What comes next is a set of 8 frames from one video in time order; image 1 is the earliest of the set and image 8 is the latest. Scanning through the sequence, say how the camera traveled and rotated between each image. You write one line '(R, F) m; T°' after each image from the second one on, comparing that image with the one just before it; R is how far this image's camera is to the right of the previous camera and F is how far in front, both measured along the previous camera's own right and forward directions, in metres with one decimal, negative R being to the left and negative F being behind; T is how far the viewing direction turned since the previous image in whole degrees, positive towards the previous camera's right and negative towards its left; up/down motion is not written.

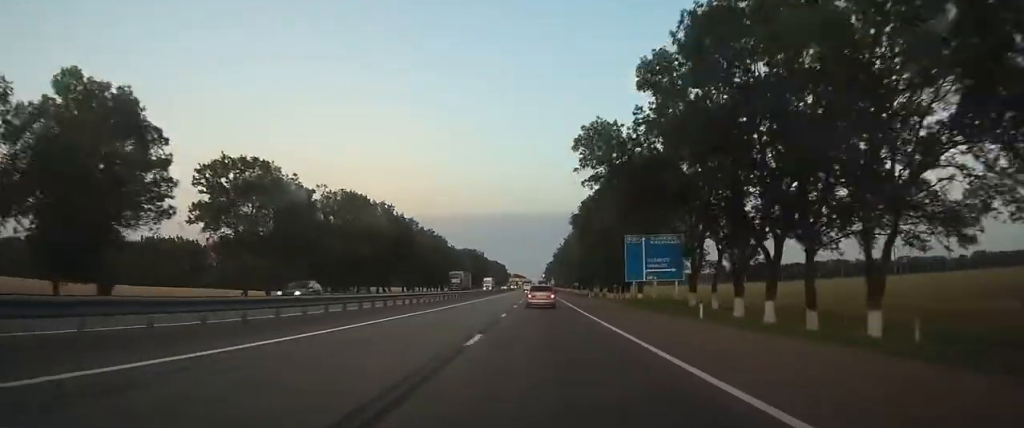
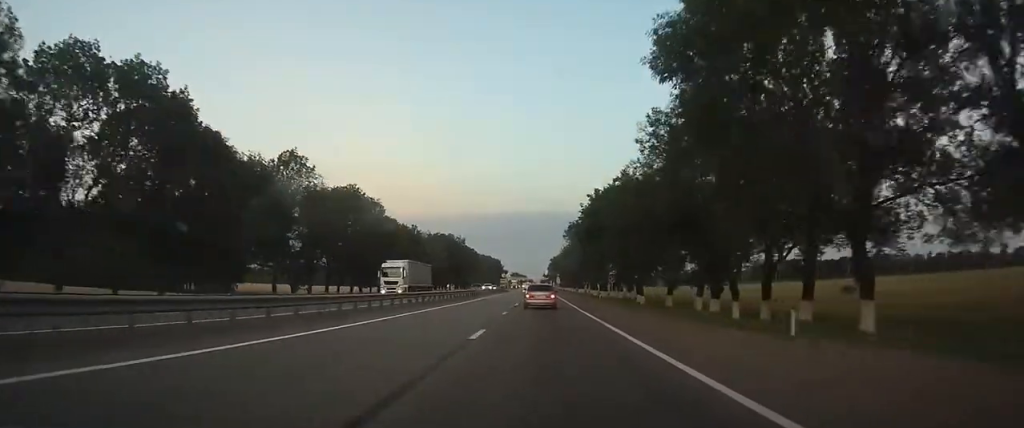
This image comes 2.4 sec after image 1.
(+0.2, +58.4) m; 0°
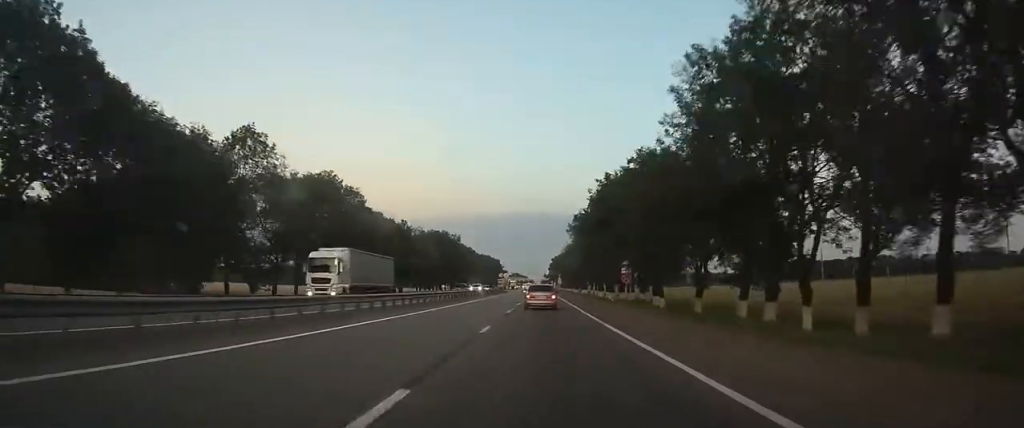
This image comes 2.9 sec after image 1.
(0.0, +9.9) m; 0°
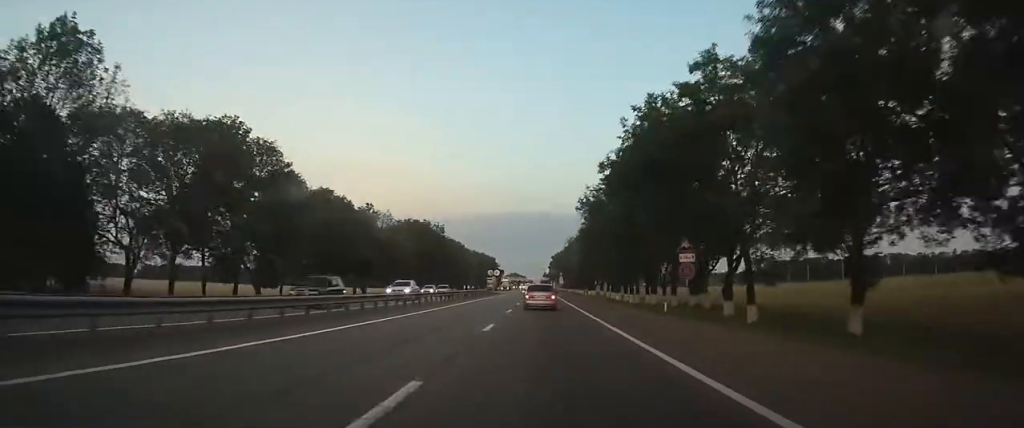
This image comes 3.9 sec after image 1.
(-0.1, +23.3) m; 0°
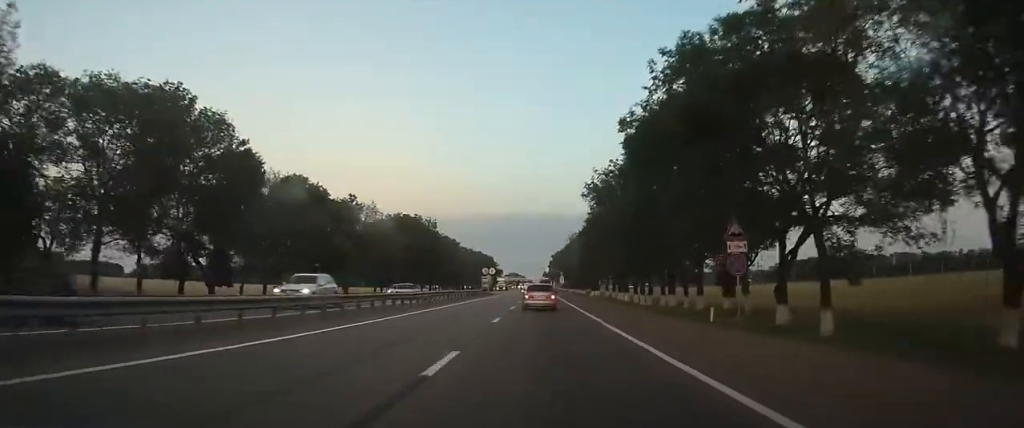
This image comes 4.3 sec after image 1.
(0.0, +8.4) m; 0°
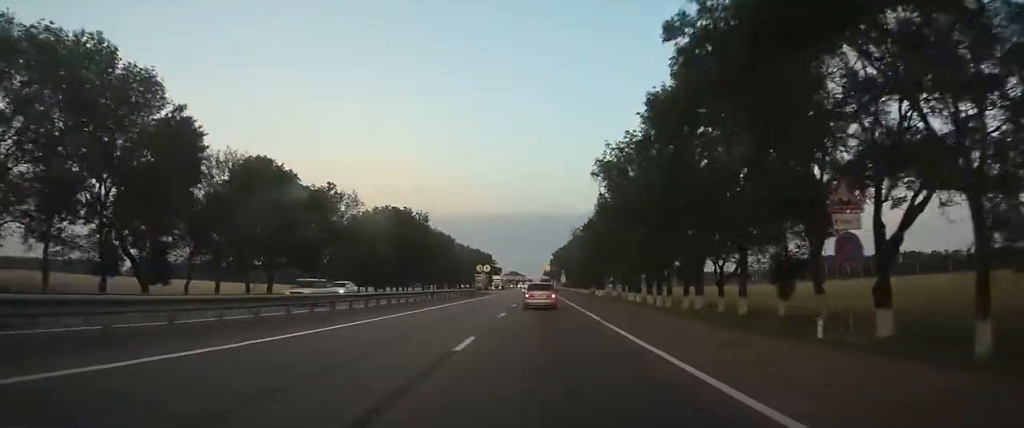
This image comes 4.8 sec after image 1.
(0.0, +9.1) m; 0°
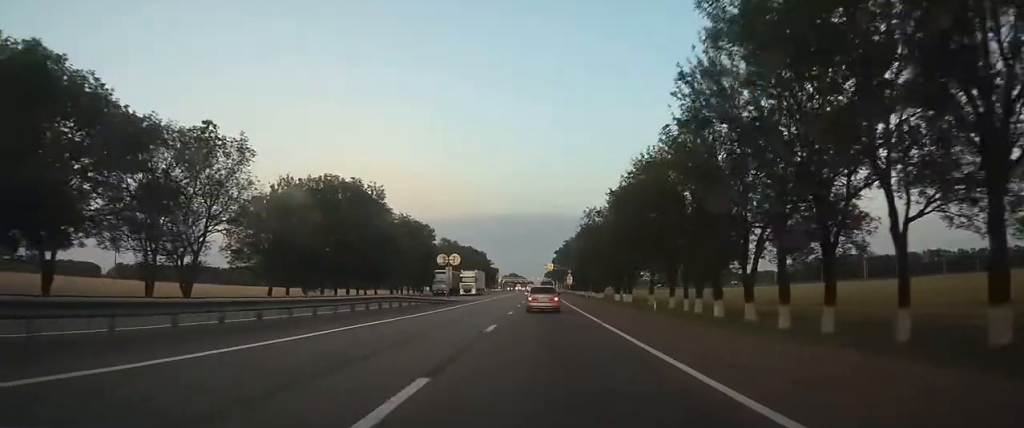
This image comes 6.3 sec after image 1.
(+0.1, +29.8) m; 0°
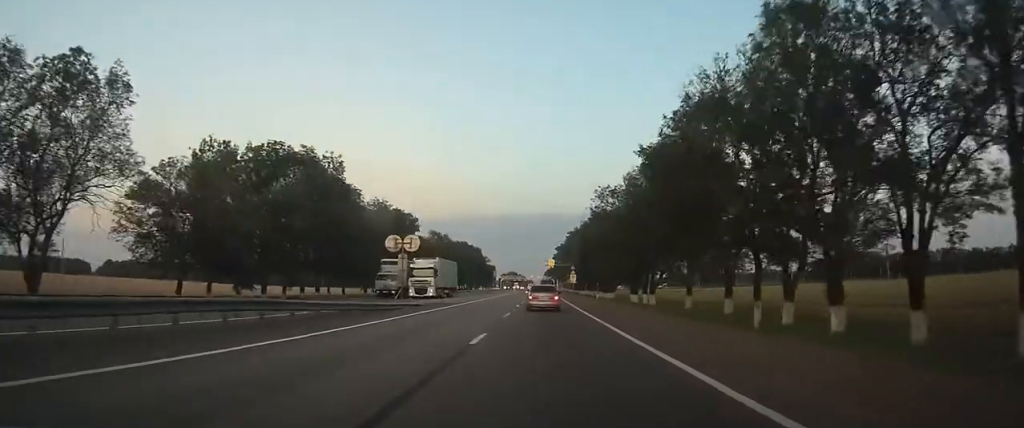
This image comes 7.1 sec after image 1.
(0.0, +15.9) m; 0°
